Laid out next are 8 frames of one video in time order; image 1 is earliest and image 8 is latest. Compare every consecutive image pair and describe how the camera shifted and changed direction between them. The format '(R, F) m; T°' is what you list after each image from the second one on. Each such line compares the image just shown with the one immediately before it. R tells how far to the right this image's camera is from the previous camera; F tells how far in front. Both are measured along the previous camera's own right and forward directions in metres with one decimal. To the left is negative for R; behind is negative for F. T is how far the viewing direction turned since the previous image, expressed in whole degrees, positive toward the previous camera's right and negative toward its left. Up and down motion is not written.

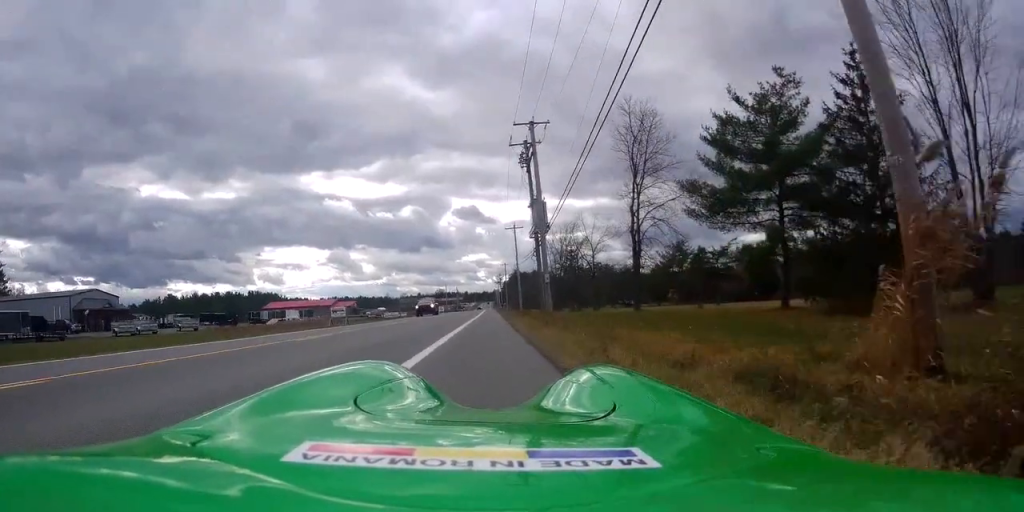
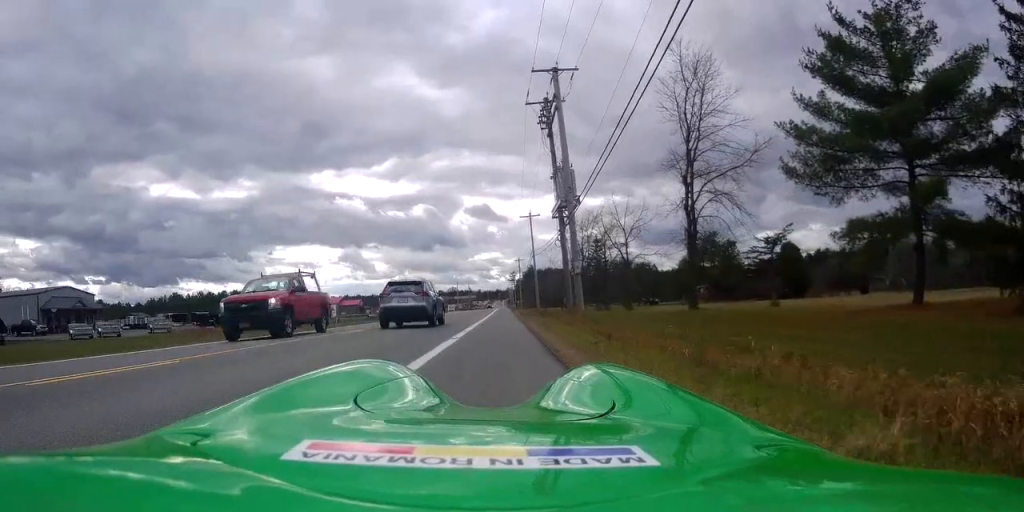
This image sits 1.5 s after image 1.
(+0.2, +9.5) m; 0°
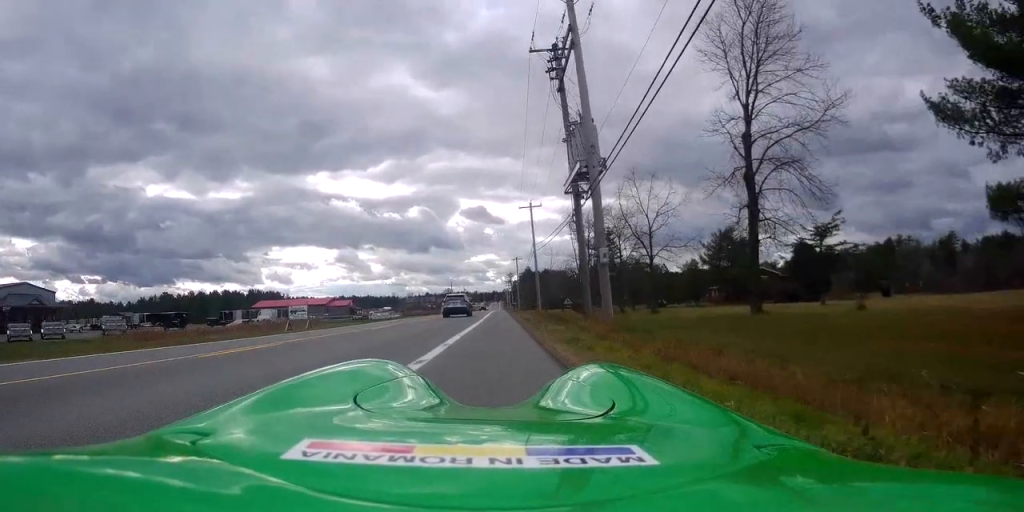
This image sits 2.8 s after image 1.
(-0.1, +8.2) m; 0°
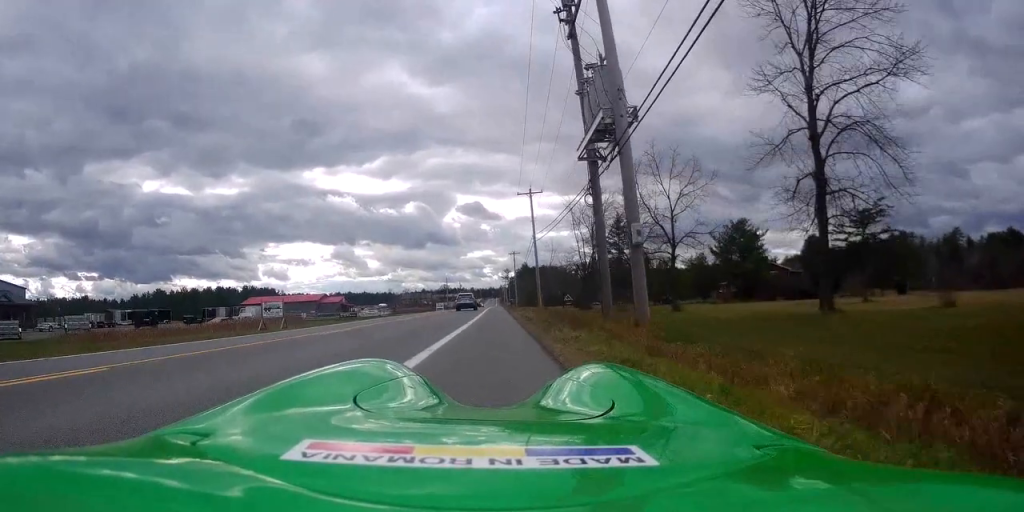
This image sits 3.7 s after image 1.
(0.0, +5.5) m; 0°
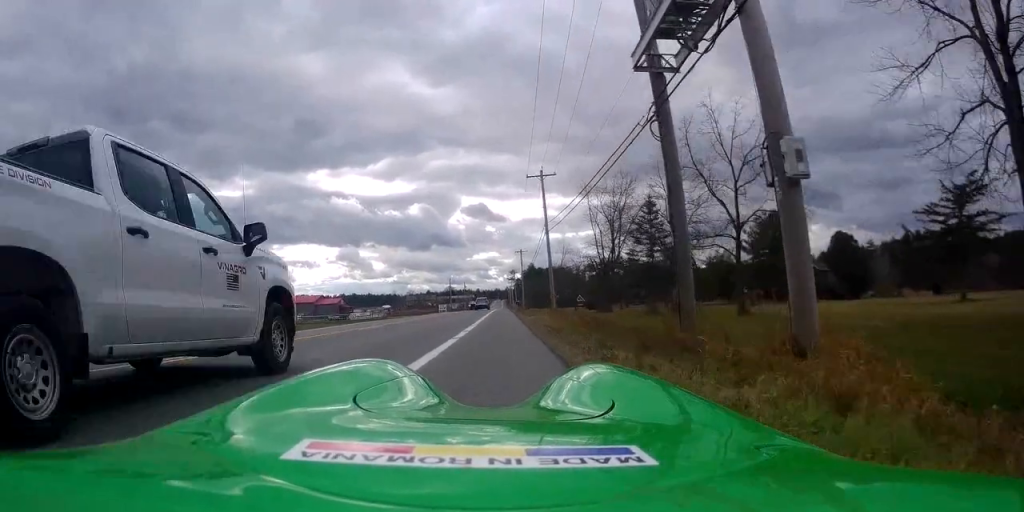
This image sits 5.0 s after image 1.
(0.0, +8.3) m; +2°
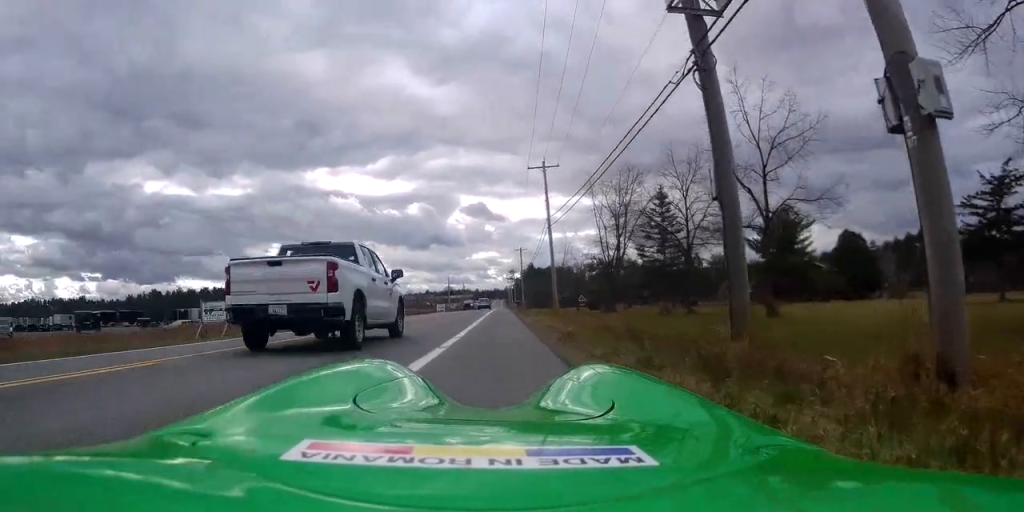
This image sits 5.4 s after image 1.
(0.0, +3.0) m; +1°
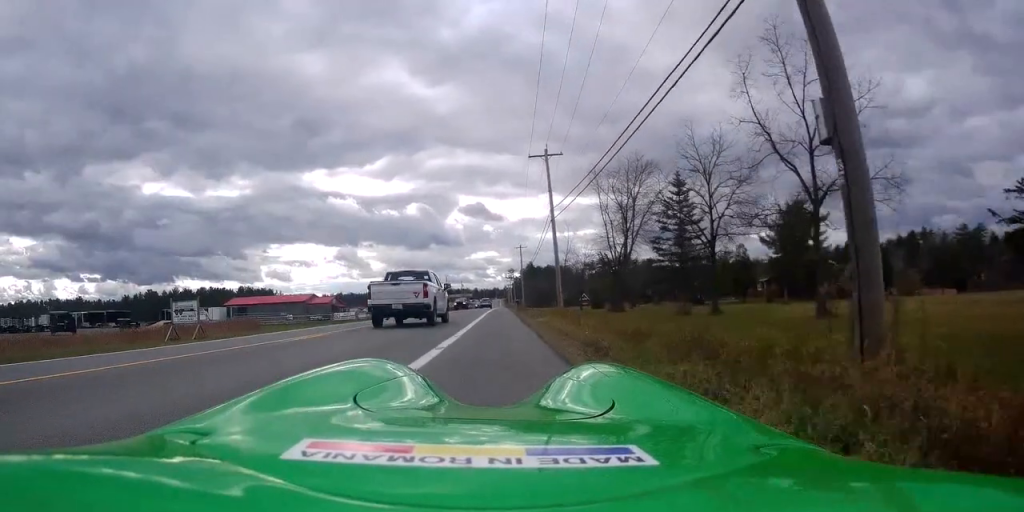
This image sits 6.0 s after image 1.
(0.0, +3.5) m; 0°
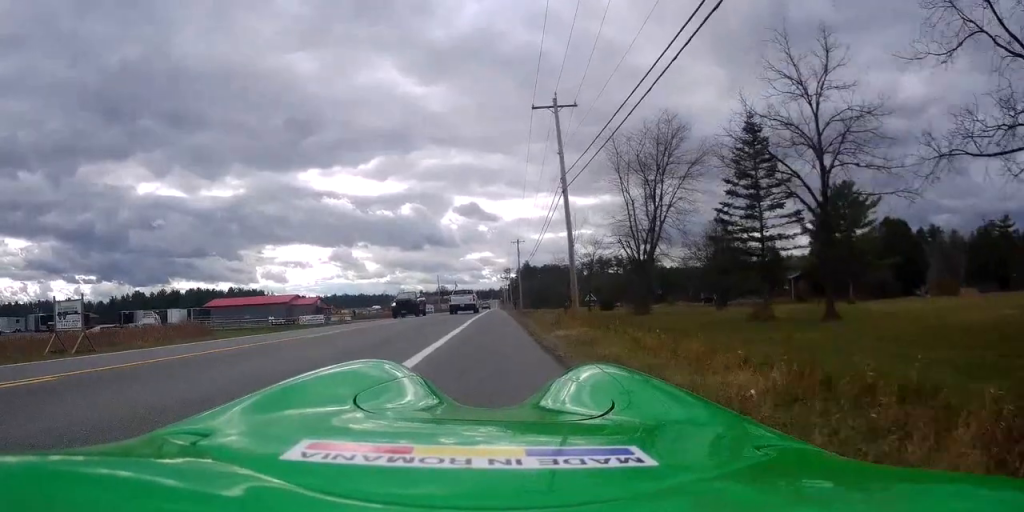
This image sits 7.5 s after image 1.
(0.0, +10.5) m; -1°
